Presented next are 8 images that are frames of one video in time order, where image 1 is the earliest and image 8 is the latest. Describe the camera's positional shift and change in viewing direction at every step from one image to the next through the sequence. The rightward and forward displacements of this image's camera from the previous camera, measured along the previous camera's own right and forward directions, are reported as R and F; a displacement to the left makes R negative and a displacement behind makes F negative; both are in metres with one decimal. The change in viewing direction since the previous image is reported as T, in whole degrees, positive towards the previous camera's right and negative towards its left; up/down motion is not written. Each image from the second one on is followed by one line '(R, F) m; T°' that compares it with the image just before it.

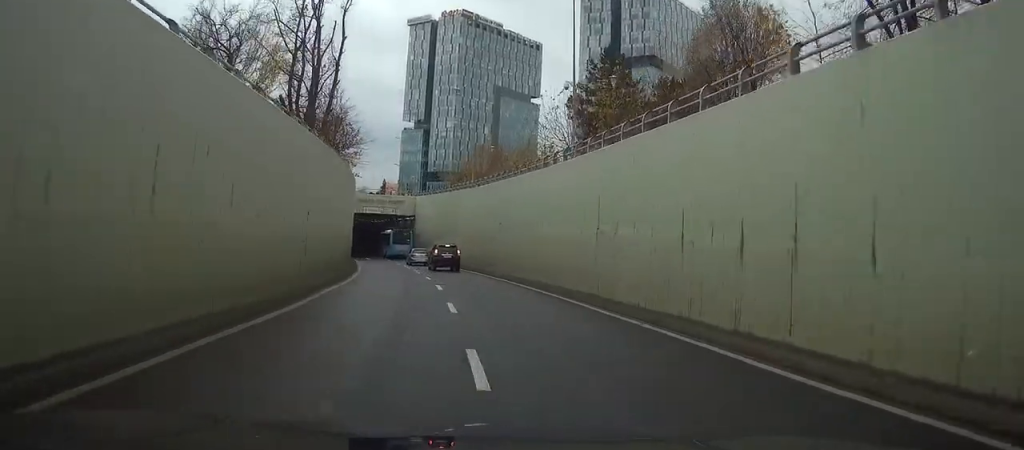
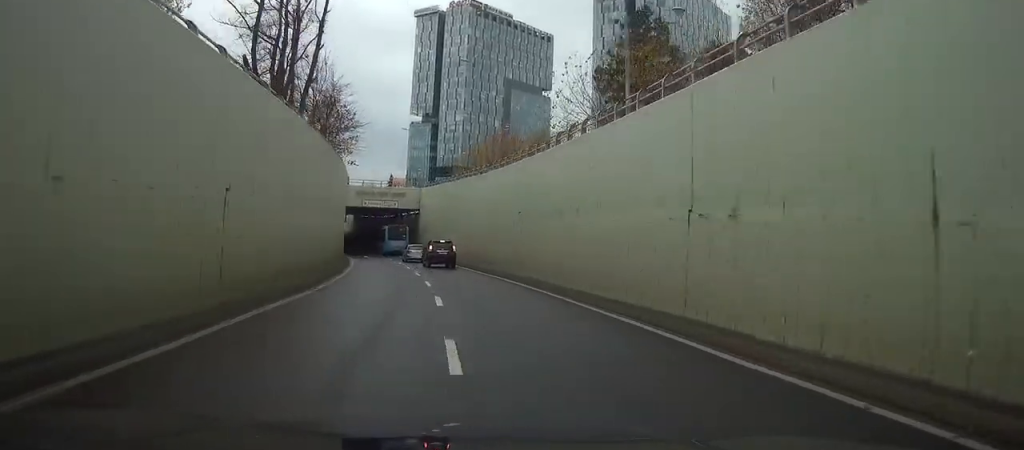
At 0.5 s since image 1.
(0.0, +8.7) m; 0°
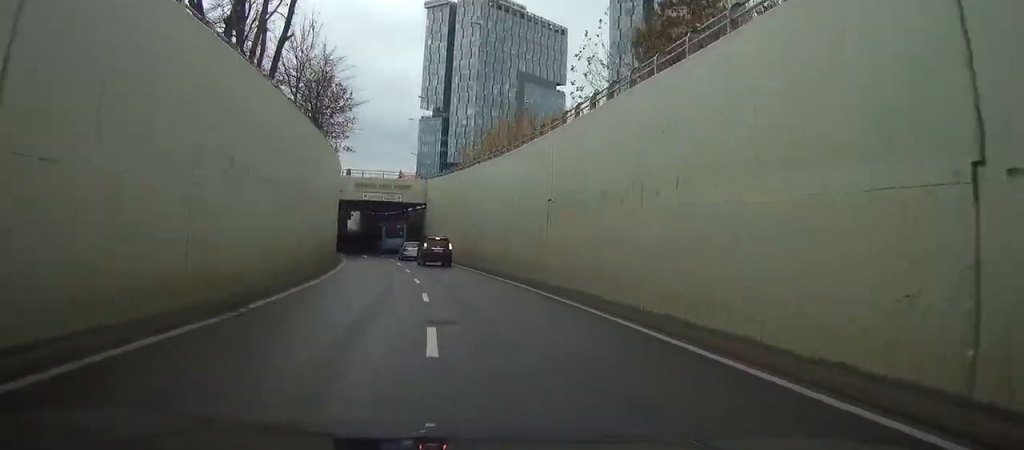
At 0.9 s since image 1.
(0.0, +8.5) m; -1°
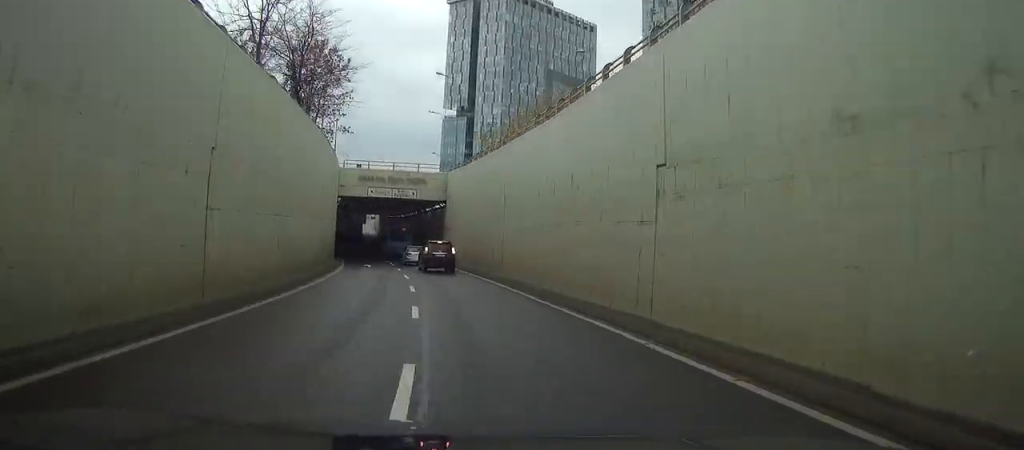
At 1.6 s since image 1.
(-0.1, +12.5) m; -2°
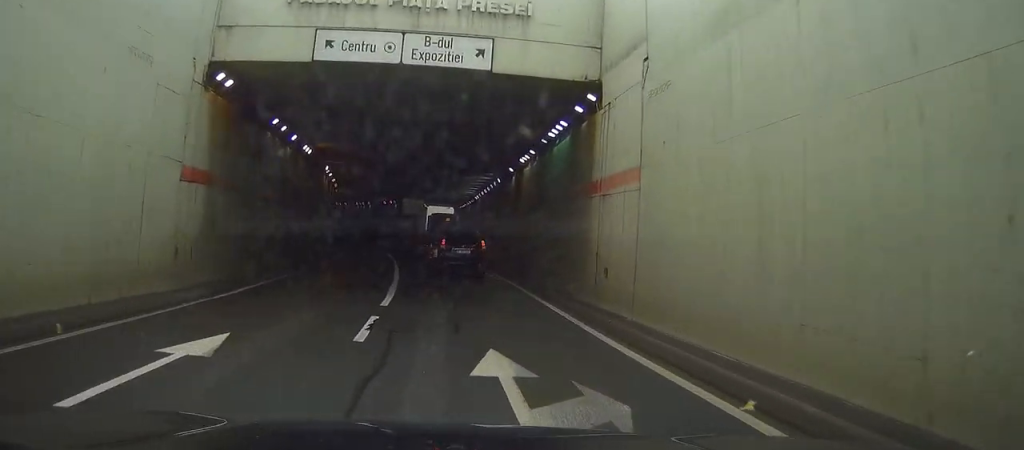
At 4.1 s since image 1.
(-2.5, +43.4) m; -6°
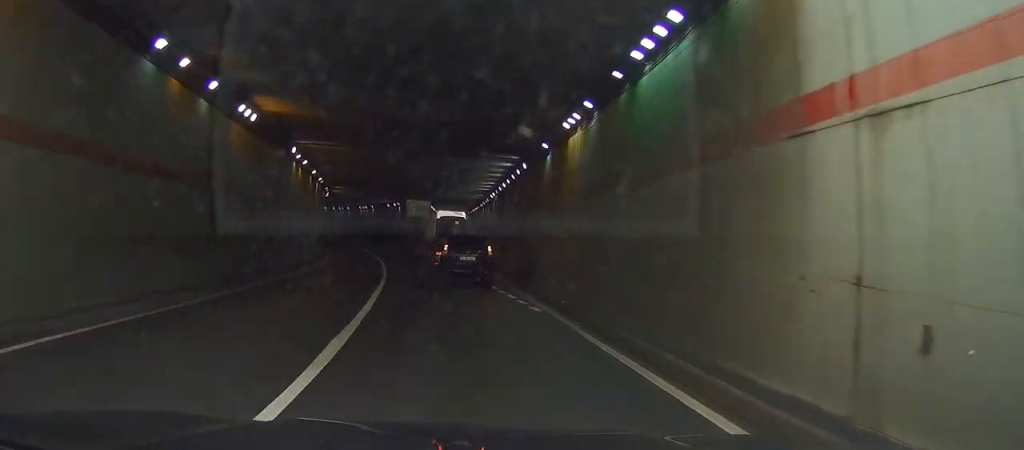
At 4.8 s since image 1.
(-0.2, +10.7) m; -1°
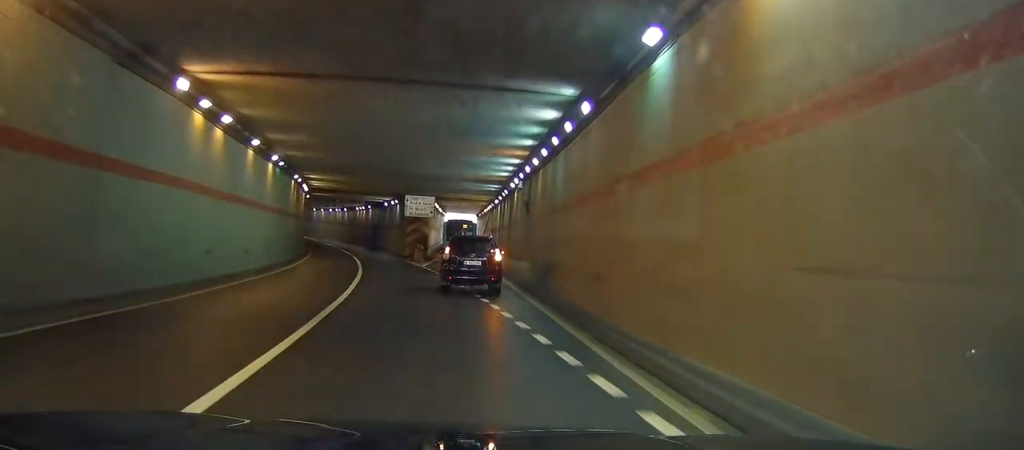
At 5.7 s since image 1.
(-0.3, +14.0) m; -1°
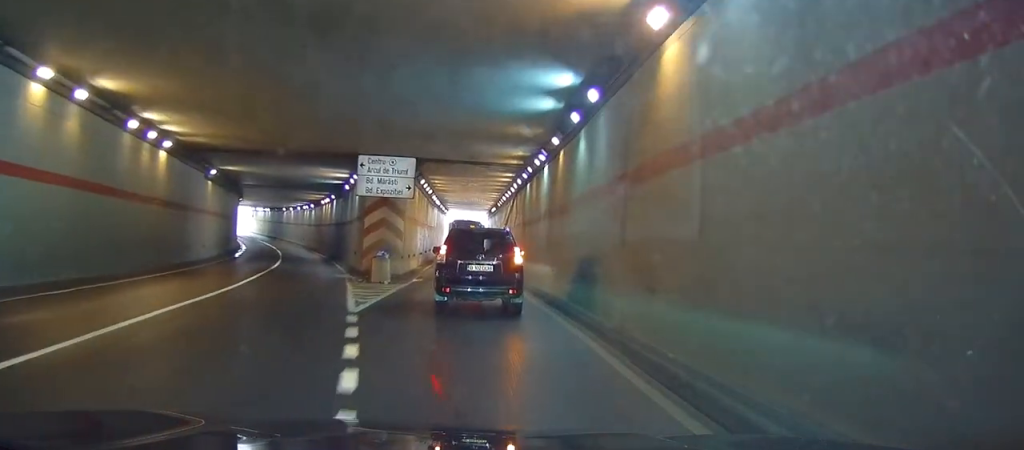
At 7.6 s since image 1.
(+0.3, +29.5) m; +2°
